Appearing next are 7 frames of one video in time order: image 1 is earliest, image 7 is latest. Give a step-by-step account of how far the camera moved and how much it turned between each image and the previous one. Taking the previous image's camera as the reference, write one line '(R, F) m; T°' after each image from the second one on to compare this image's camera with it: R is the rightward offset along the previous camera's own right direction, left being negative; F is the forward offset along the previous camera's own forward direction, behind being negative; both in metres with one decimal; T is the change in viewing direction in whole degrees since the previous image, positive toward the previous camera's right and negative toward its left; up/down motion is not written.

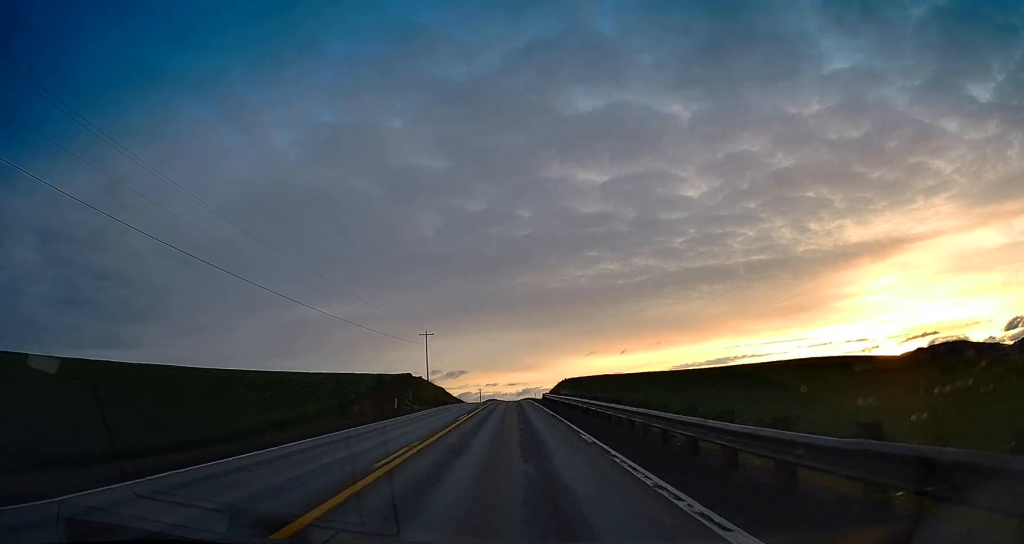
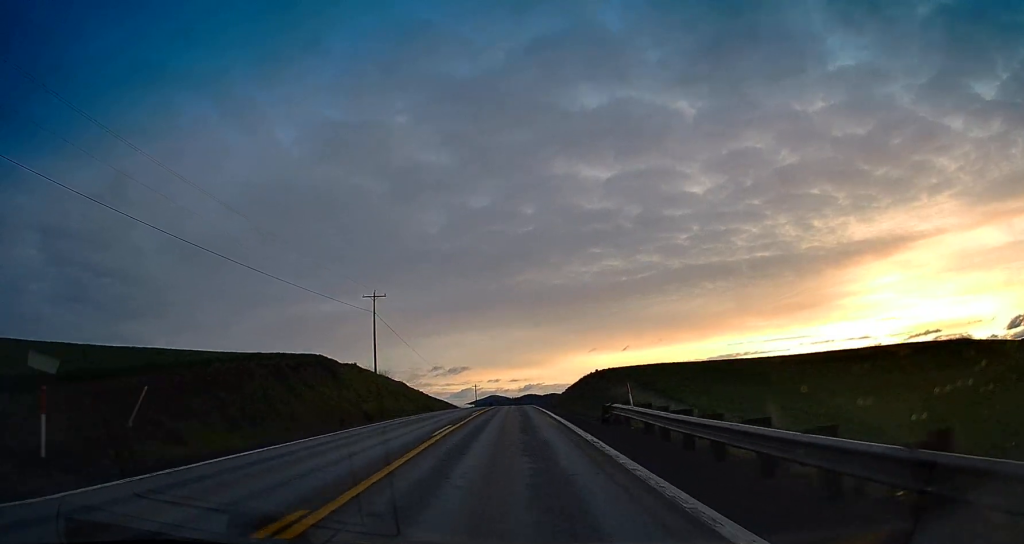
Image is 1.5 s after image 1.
(+0.3, +39.0) m; 0°
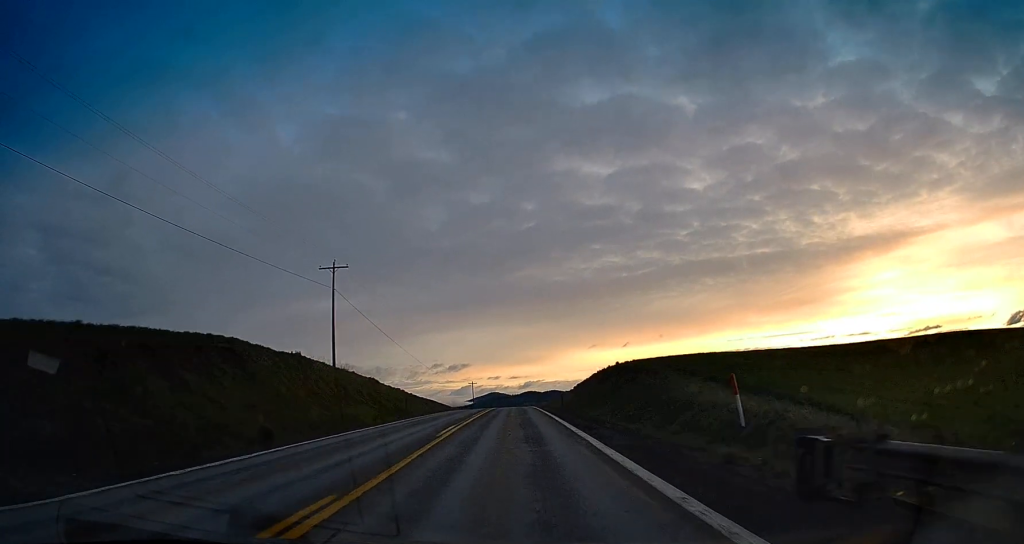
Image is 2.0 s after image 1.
(-0.3, +14.1) m; 0°
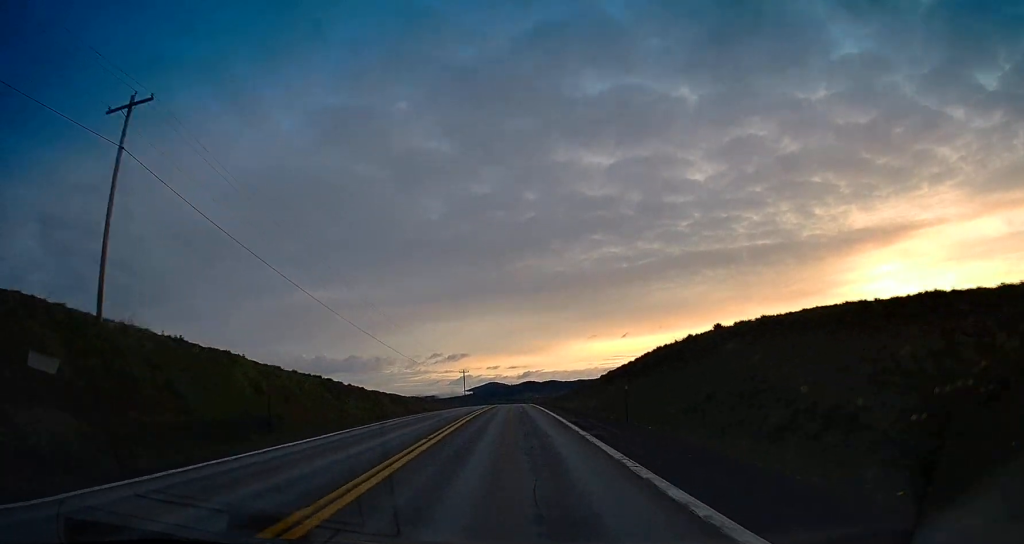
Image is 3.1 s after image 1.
(+0.4, +28.4) m; 0°
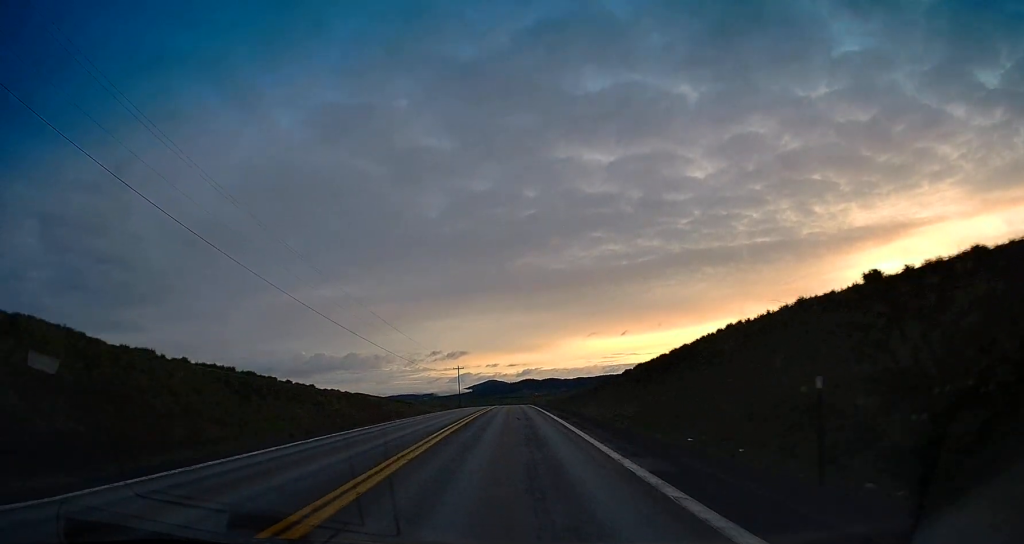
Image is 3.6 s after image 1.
(0.0, +13.3) m; 0°
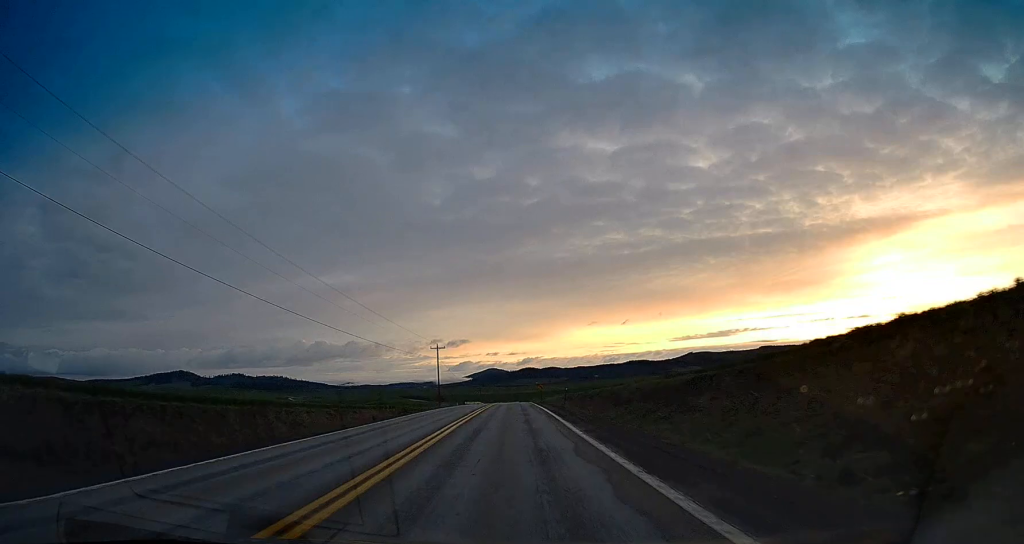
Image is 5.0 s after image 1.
(-0.6, +39.1) m; -1°
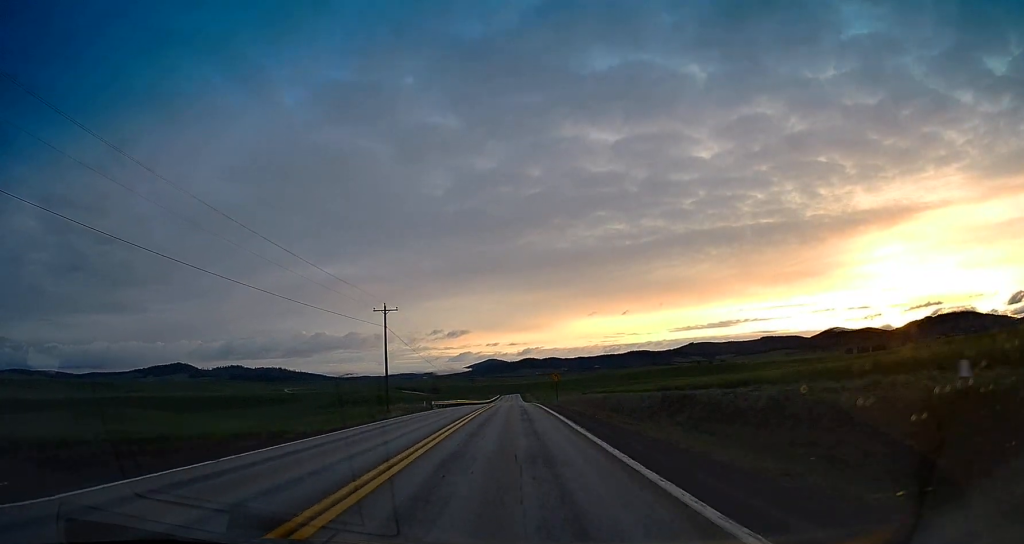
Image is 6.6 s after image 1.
(+0.1, +42.2) m; 0°
